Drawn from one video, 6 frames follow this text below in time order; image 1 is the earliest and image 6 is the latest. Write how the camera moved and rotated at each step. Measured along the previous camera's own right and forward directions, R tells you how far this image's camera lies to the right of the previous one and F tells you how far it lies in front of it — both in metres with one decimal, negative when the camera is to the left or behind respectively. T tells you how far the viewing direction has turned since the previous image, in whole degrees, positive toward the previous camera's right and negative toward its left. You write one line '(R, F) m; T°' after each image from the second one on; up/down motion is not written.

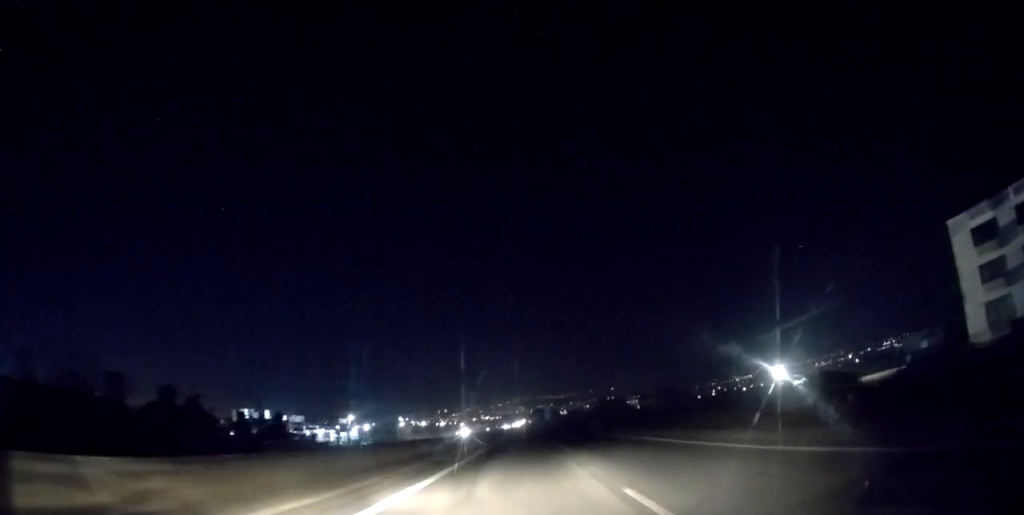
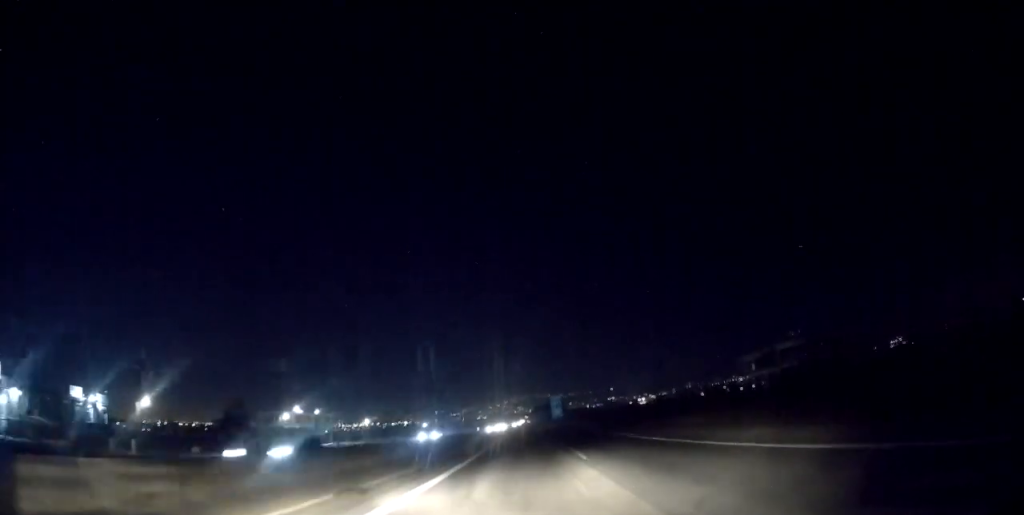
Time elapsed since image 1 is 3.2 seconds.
(-0.3, +110.8) m; +1°
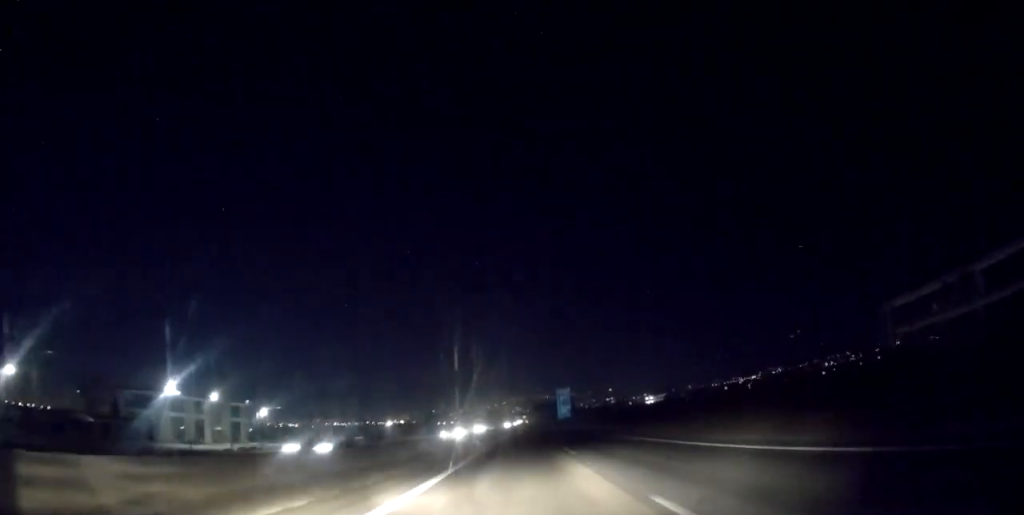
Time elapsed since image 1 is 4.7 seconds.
(-0.4, +51.1) m; -1°
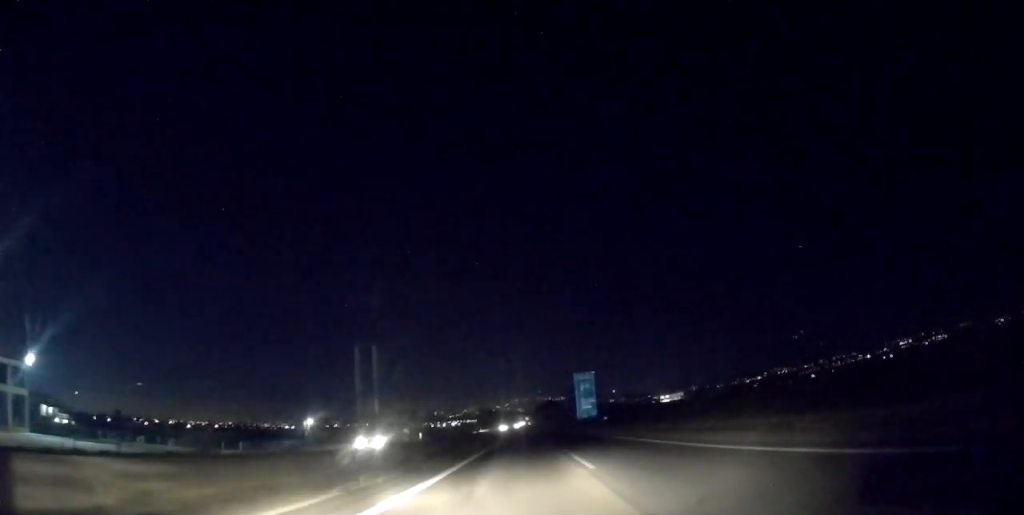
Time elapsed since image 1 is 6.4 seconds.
(+0.3, +59.2) m; 0°
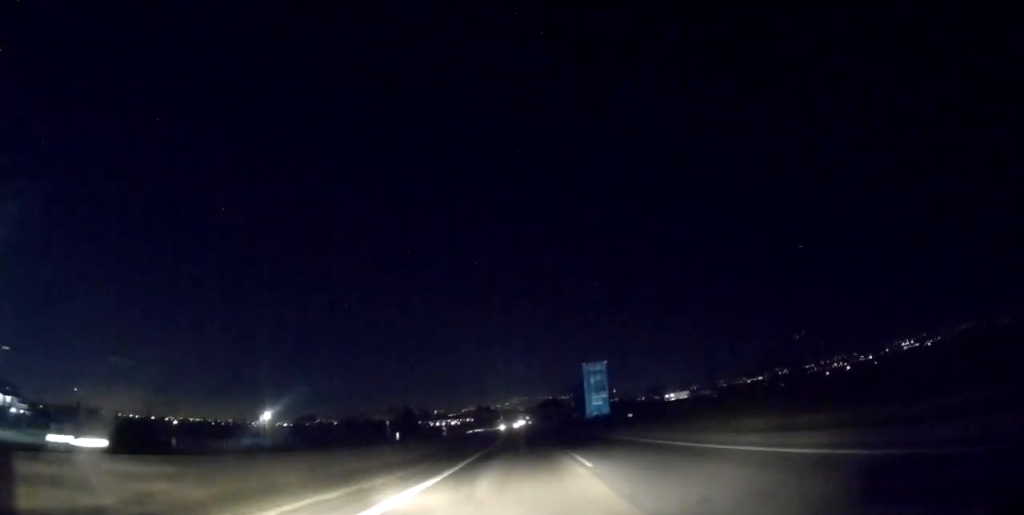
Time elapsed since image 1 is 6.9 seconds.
(-0.2, +16.7) m; 0°
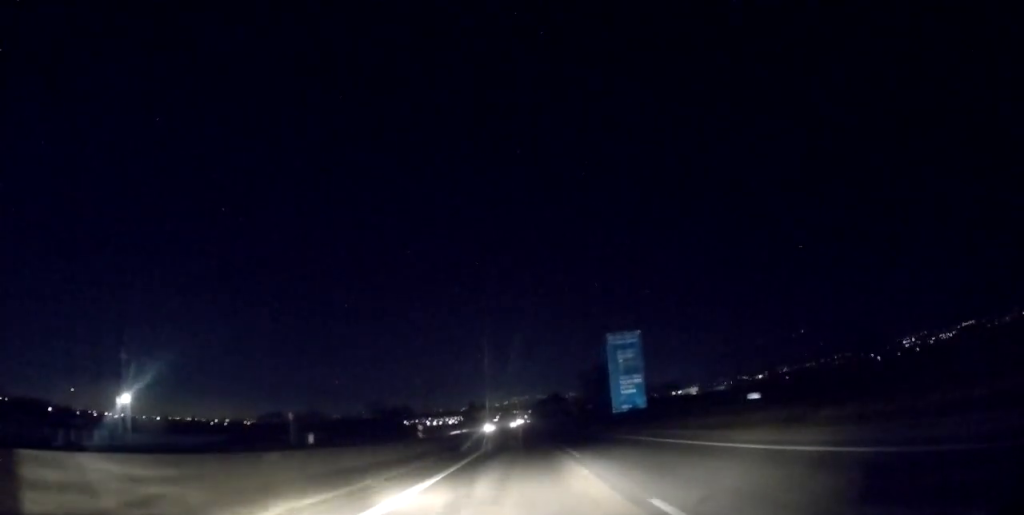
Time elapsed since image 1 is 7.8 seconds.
(-0.1, +31.2) m; 0°
